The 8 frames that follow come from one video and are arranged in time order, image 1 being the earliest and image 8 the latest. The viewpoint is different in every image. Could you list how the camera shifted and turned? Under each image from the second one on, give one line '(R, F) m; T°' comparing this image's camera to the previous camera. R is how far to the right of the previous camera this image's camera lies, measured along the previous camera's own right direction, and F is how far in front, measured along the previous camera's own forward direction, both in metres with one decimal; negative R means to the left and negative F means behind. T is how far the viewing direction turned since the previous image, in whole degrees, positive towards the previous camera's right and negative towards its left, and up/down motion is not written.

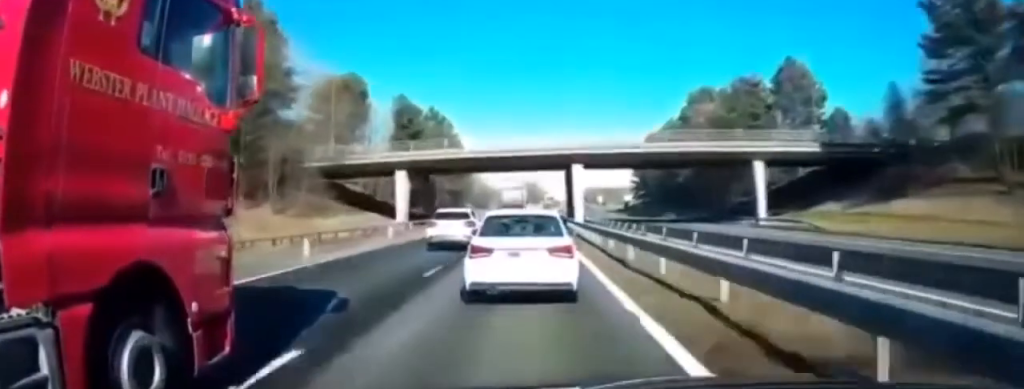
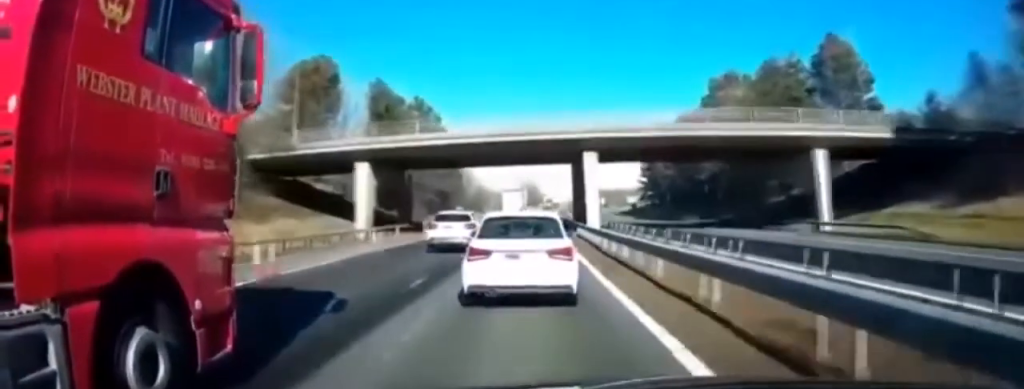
(+0.2, +11.2) m; 0°
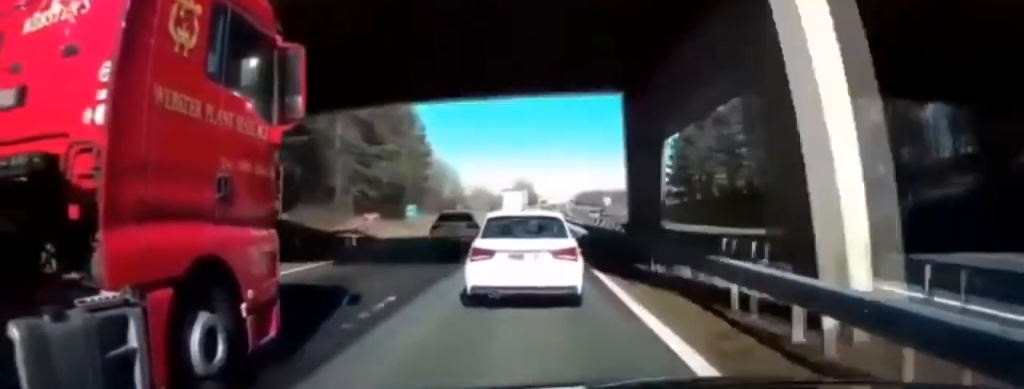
(-0.4, +30.2) m; 0°
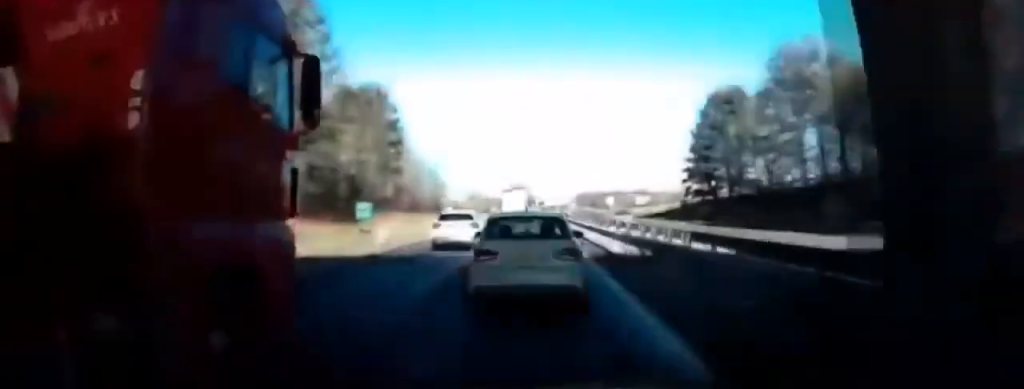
(+0.3, +14.5) m; +1°
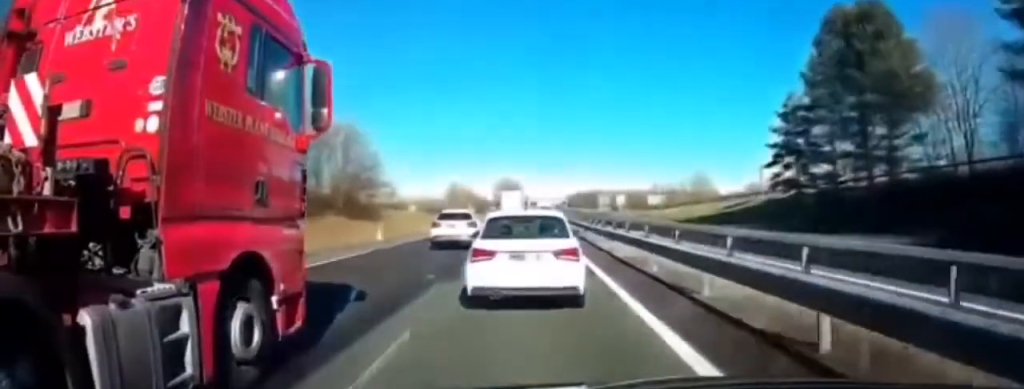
(+0.7, +35.5) m; +2°
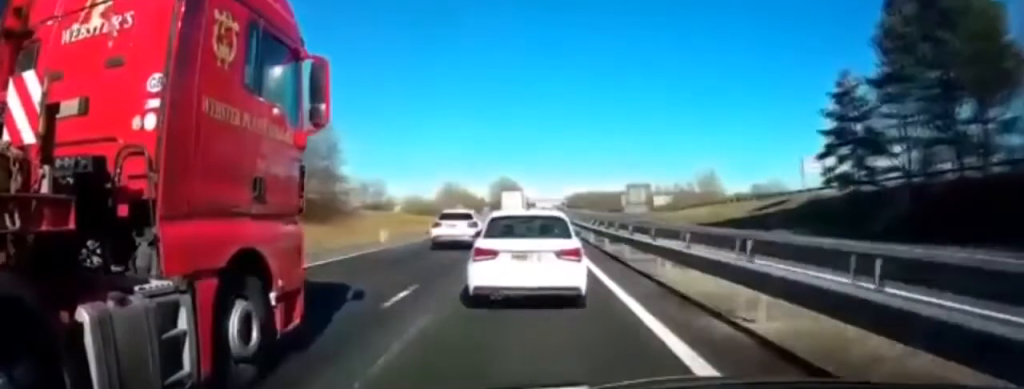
(+0.2, +10.9) m; 0°
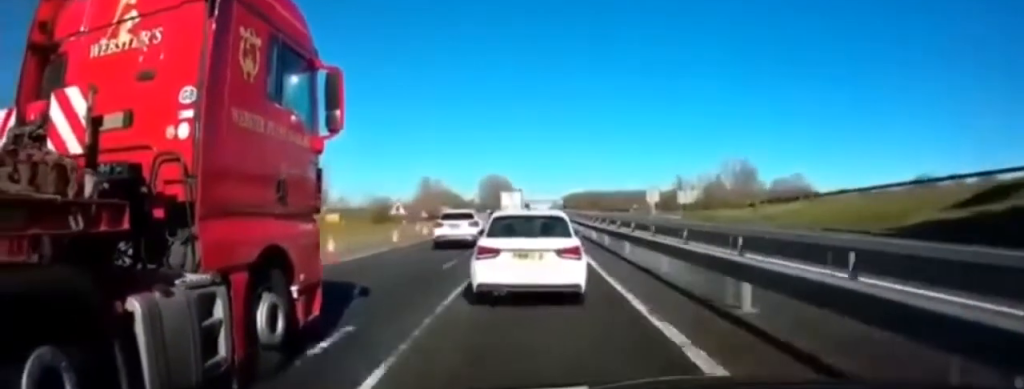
(-0.2, +34.1) m; 0°
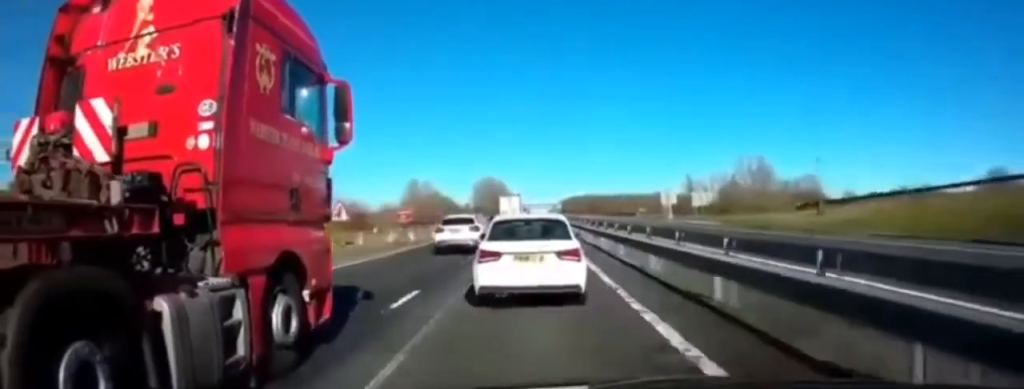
(+0.1, +14.8) m; +1°
